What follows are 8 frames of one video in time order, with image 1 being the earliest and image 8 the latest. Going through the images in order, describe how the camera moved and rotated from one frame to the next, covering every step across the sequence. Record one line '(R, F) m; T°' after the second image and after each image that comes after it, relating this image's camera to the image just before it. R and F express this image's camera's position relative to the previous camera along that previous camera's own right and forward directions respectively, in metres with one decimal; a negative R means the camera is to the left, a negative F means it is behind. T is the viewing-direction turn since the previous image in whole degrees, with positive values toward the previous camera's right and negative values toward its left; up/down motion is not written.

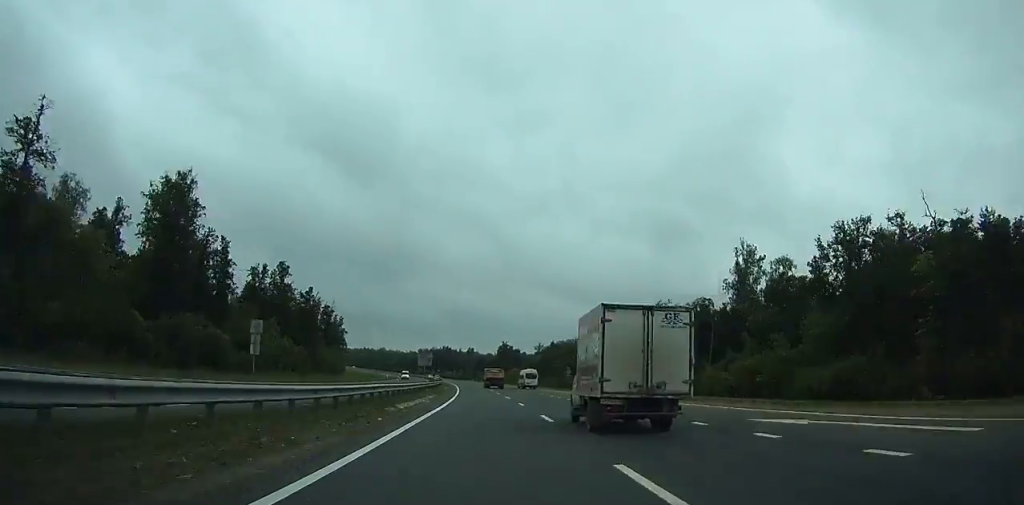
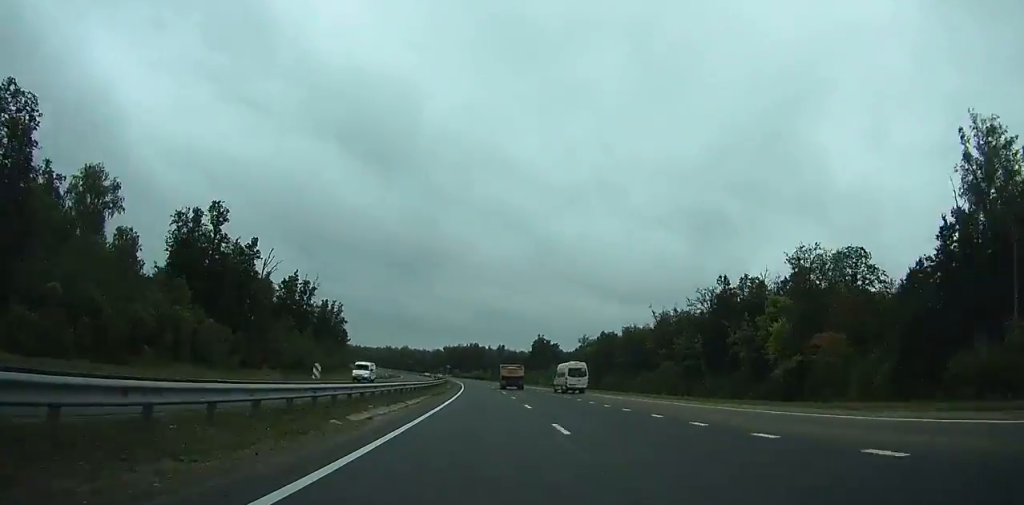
(-0.5, +51.4) m; -2°
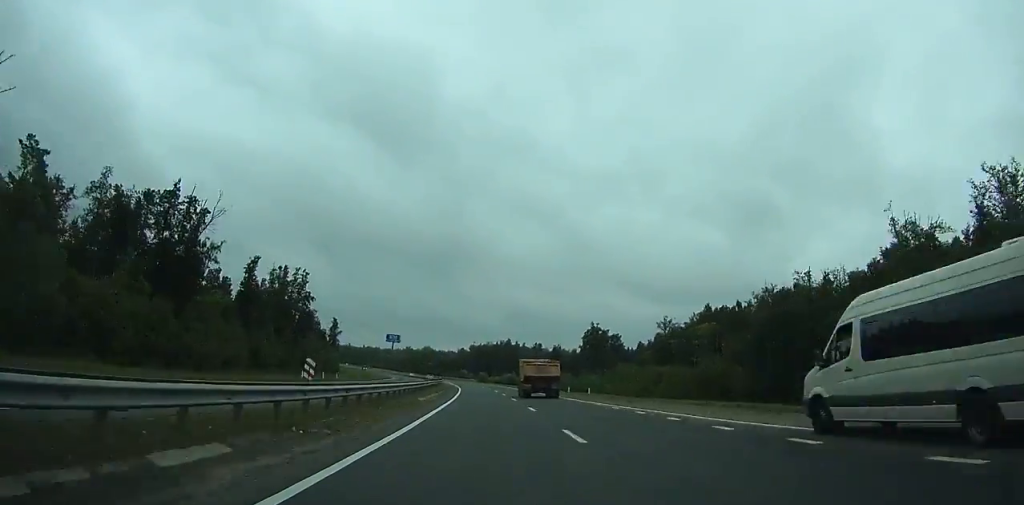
(-1.9, +72.8) m; -4°
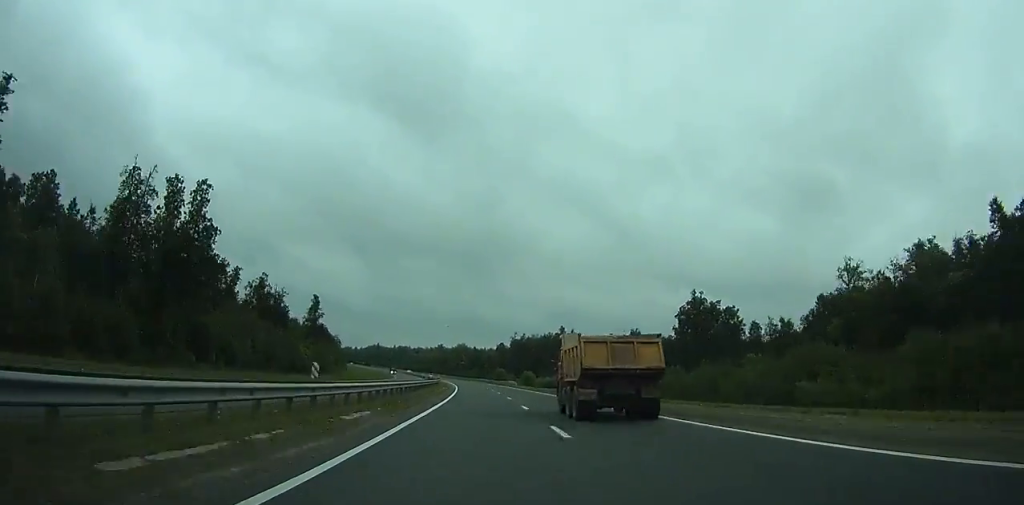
(-2.8, +72.9) m; -4°
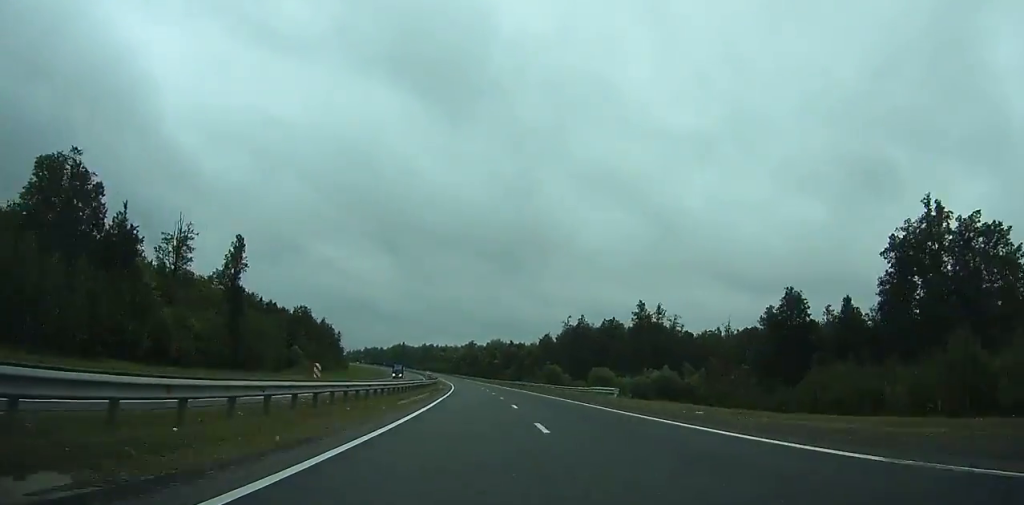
(-2.4, +69.8) m; -3°
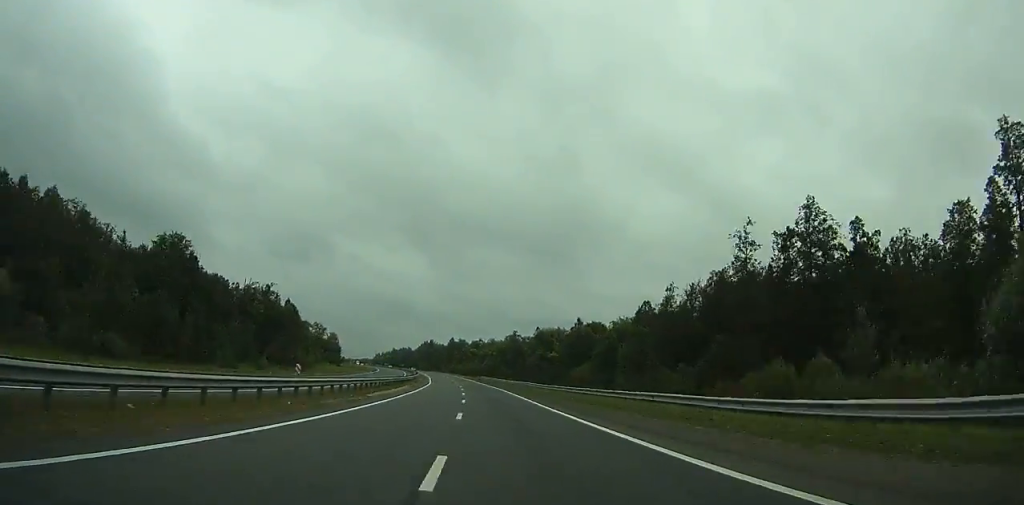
(-4.3, +103.2) m; -5°
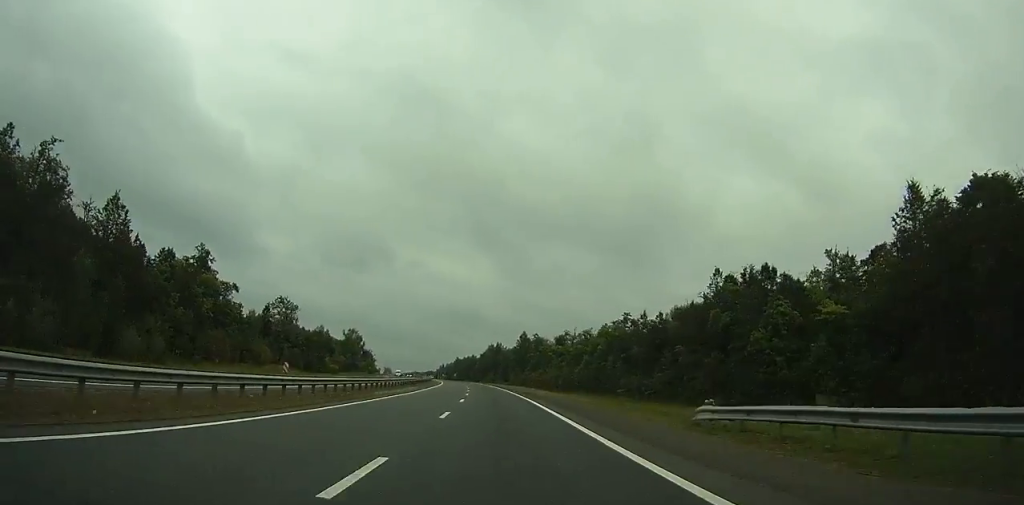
(-5.4, +108.5) m; -6°
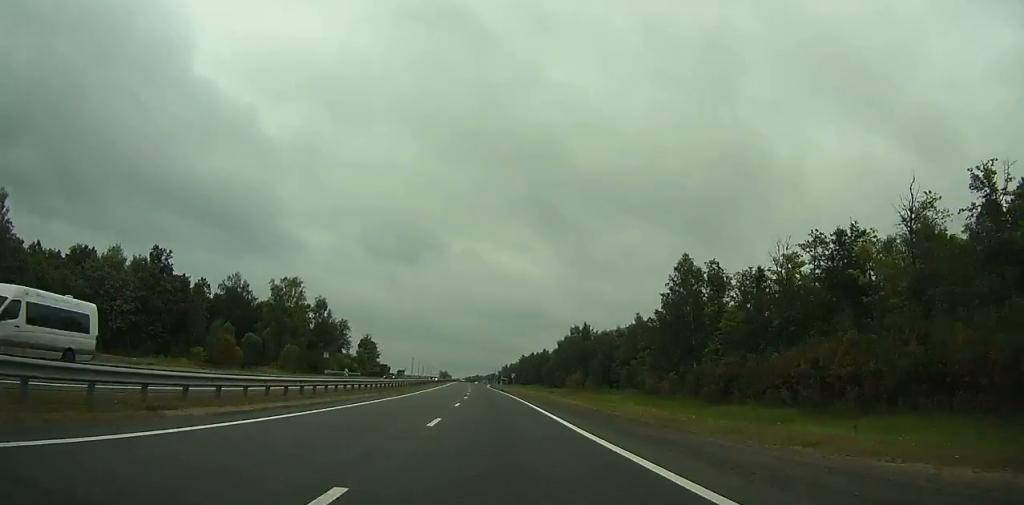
(-8.5, +133.8) m; -6°
